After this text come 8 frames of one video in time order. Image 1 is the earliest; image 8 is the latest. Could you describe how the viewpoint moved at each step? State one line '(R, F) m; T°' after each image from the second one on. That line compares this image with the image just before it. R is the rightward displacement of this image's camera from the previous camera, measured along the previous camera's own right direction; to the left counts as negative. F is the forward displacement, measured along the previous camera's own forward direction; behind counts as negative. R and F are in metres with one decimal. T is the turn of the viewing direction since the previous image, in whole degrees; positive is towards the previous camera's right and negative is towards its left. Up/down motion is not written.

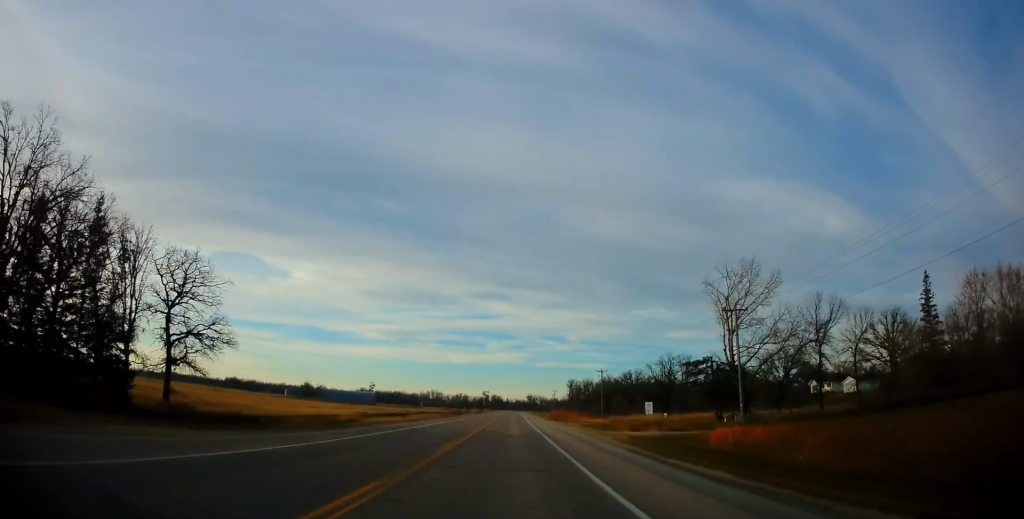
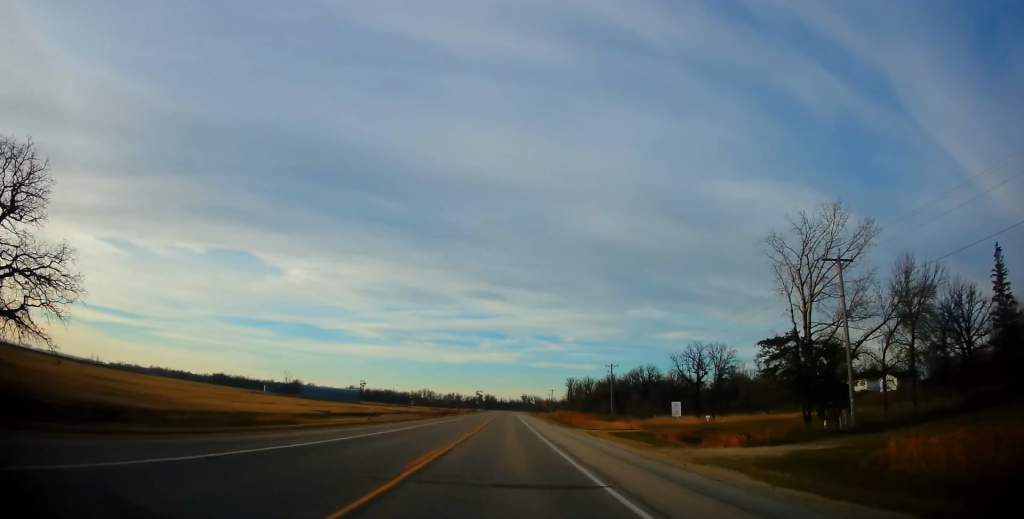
(0.0, +14.7) m; 0°
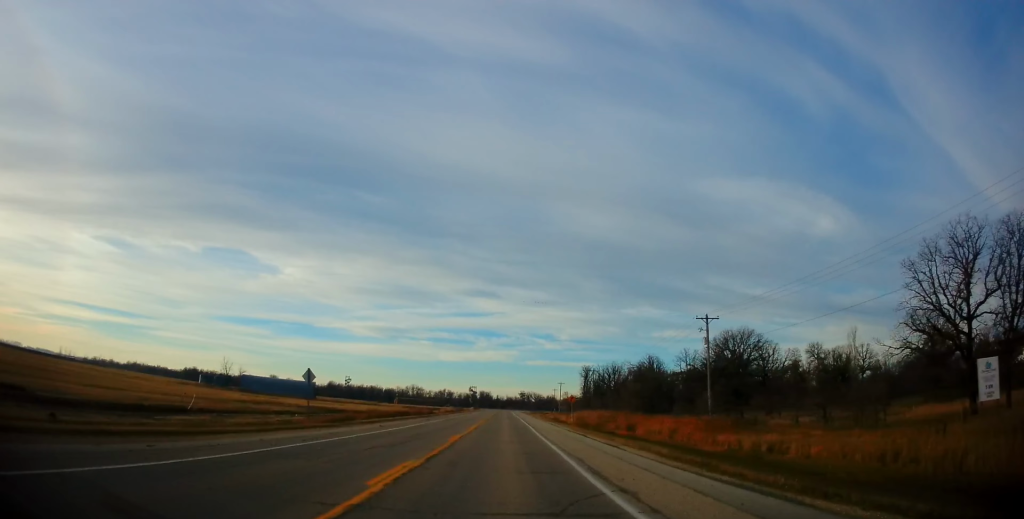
(+0.3, +47.1) m; 0°
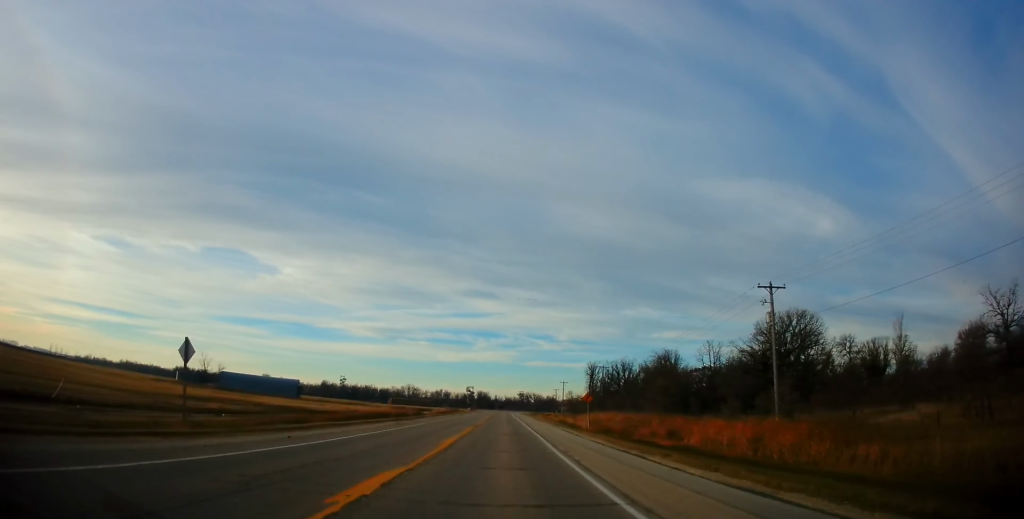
(0.0, +14.5) m; 0°
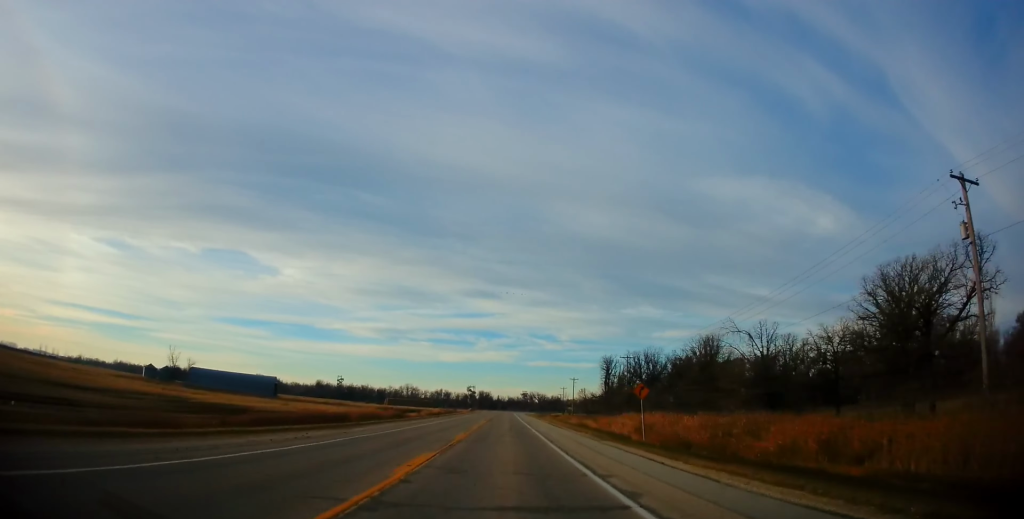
(0.0, +22.0) m; 0°
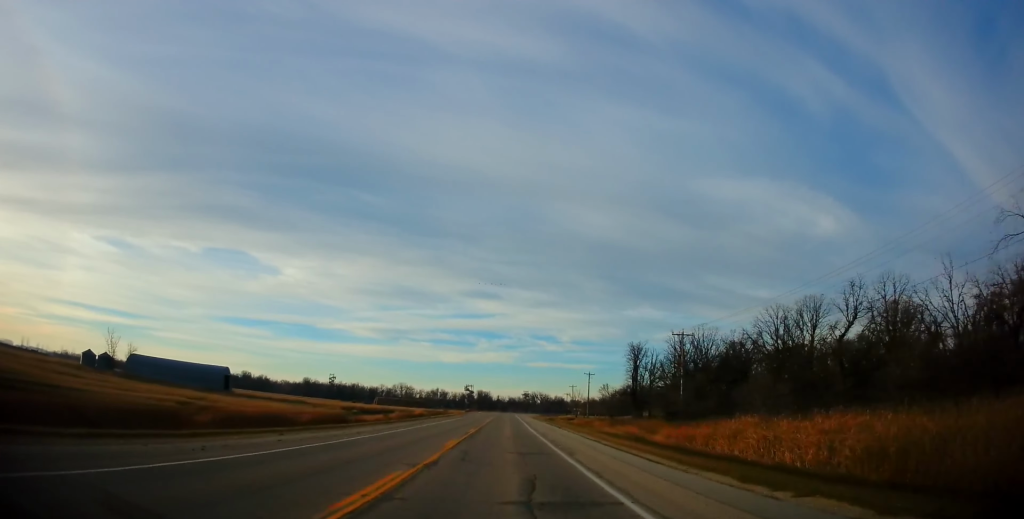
(0.0, +33.7) m; +3°
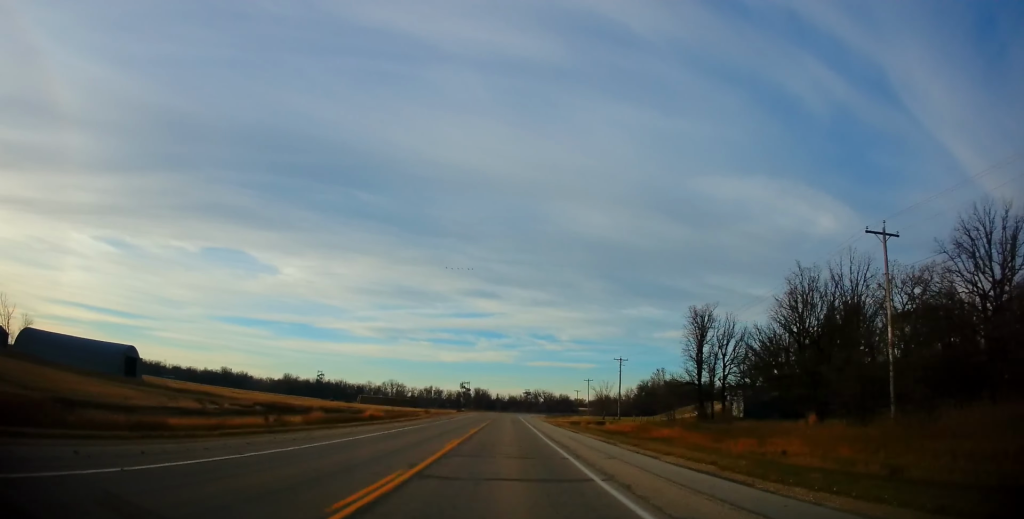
(+3.3, +41.9) m; -1°
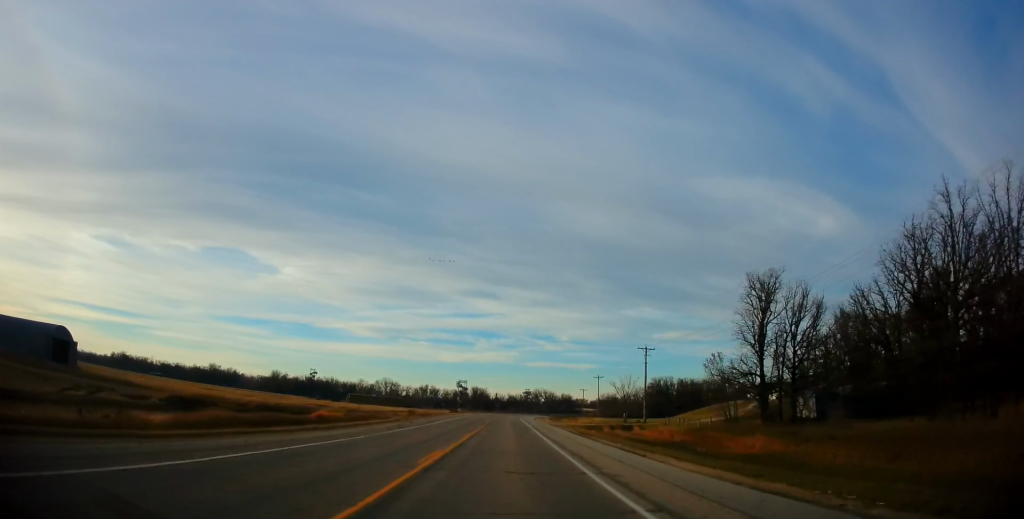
(-2.6, +17.9) m; -5°
